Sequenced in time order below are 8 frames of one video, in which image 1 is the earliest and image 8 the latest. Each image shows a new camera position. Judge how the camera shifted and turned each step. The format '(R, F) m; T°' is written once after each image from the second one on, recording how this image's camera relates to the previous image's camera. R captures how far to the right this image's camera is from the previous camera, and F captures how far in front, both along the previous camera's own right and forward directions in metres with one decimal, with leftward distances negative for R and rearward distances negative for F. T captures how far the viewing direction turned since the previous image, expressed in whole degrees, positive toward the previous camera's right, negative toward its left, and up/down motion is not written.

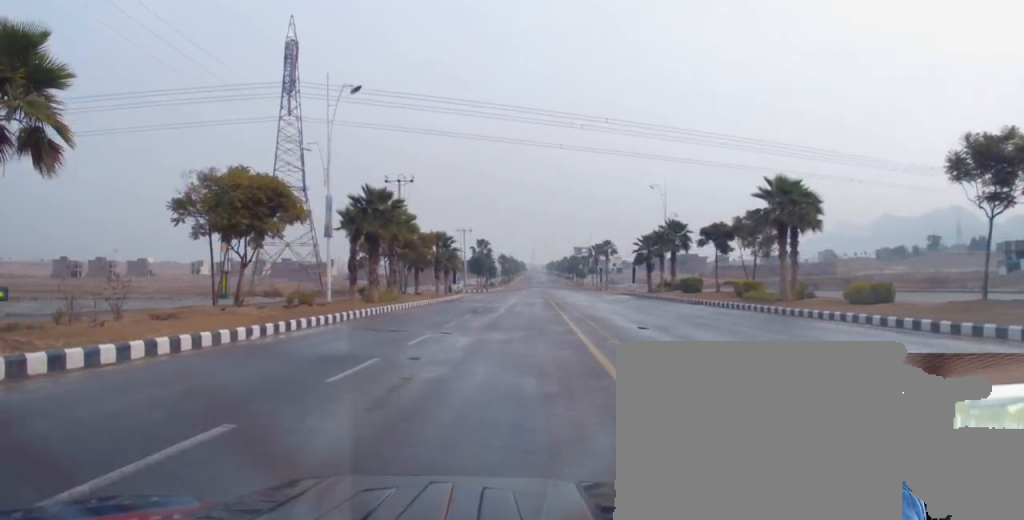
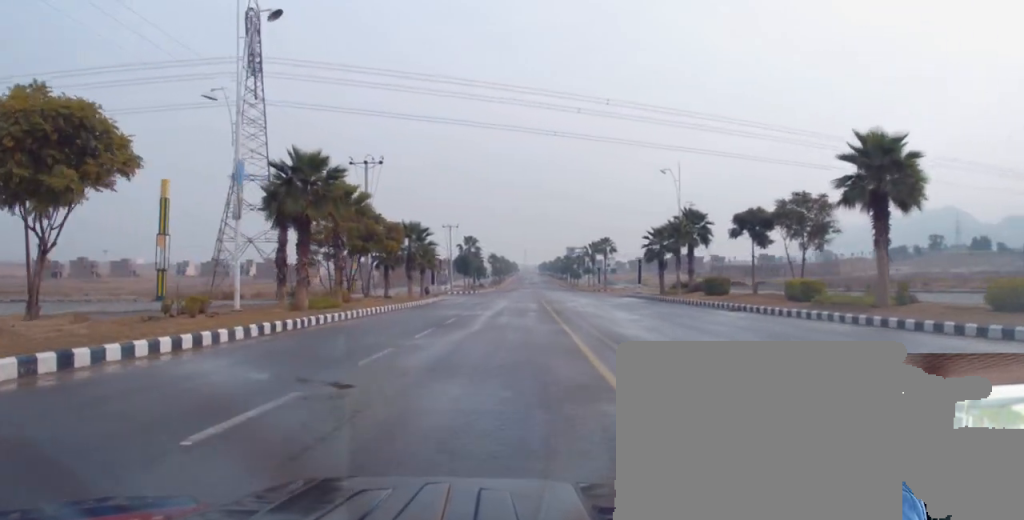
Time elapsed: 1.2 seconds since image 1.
(+0.3, +9.8) m; +2°
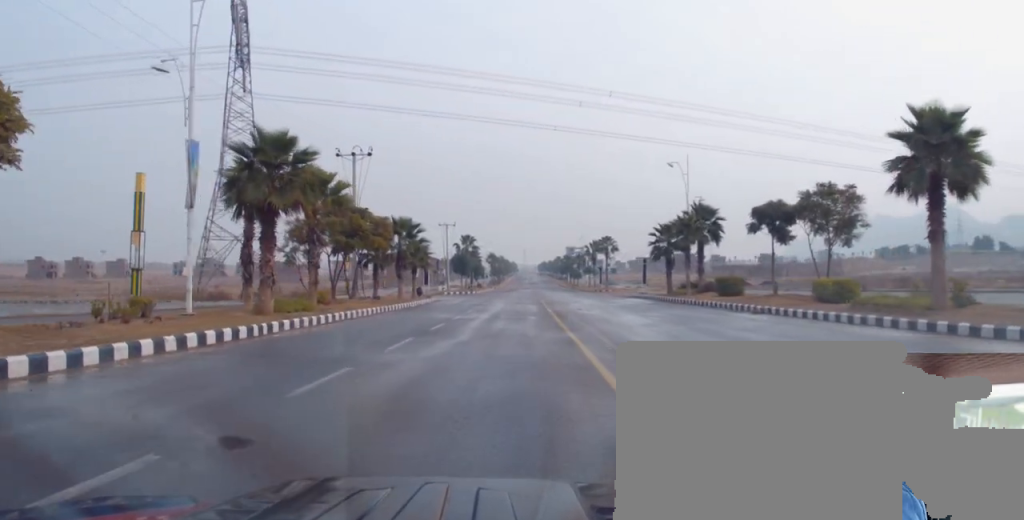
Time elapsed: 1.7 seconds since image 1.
(-0.1, +3.3) m; 0°
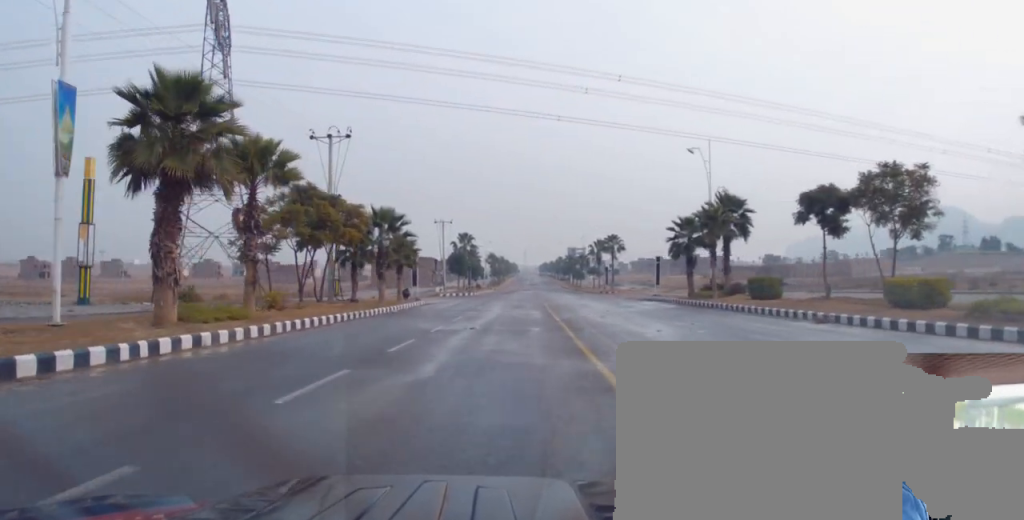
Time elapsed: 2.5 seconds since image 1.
(+0.1, +6.2) m; 0°
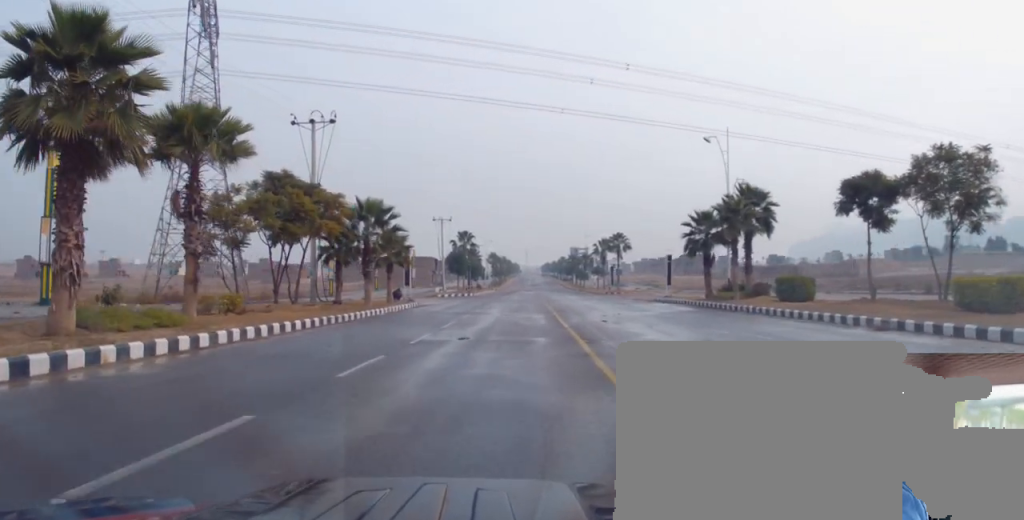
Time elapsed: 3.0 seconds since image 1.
(+0.1, +4.0) m; 0°
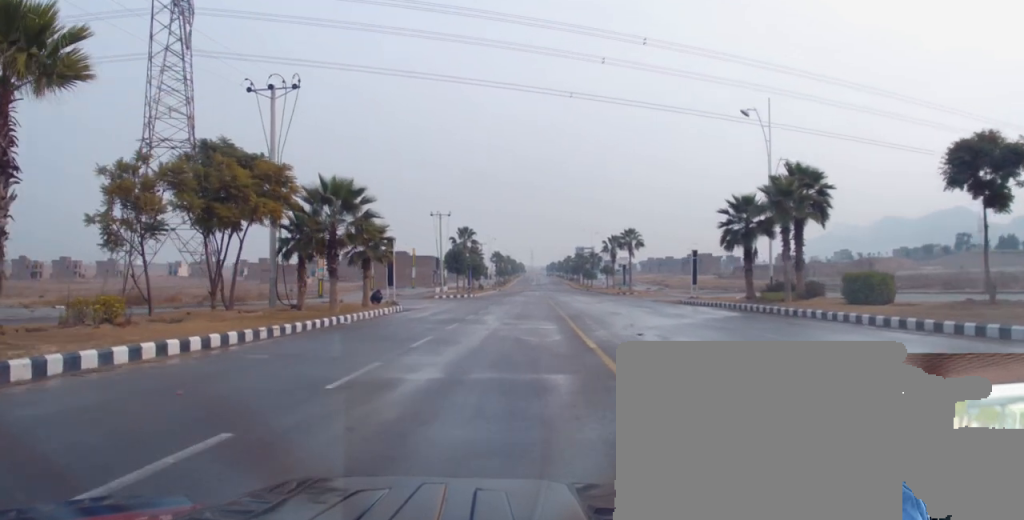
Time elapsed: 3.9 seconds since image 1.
(-0.3, +7.0) m; -3°
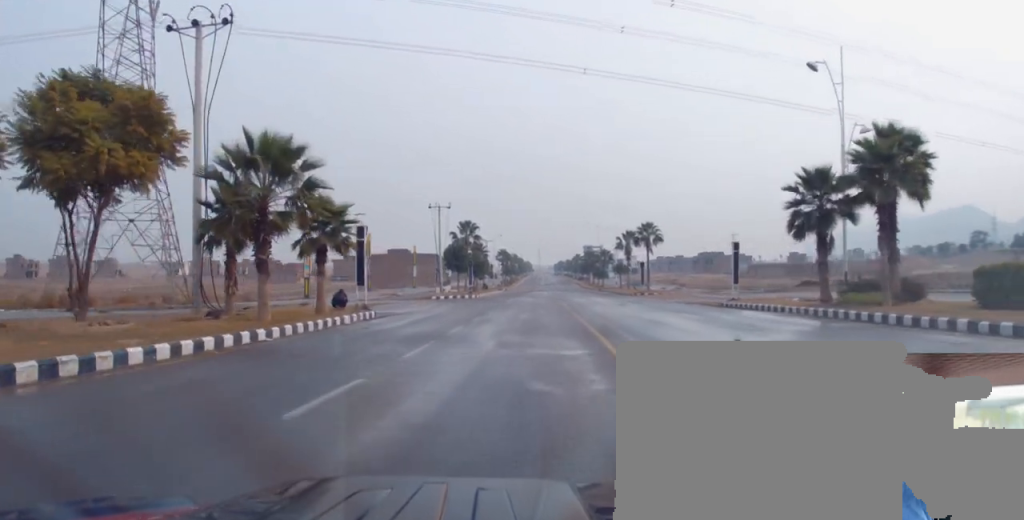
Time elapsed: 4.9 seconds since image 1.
(-0.2, +8.1) m; 0°
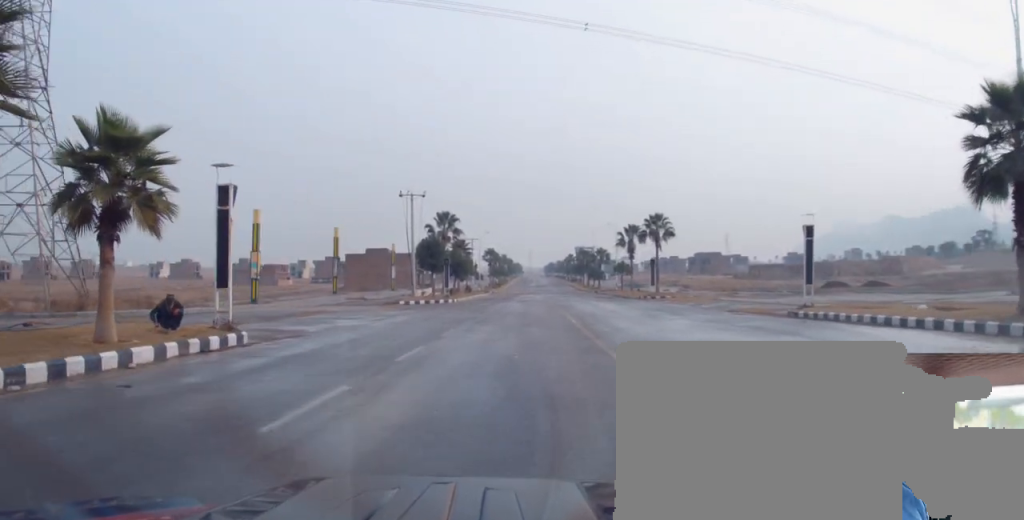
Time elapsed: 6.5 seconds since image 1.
(+0.3, +12.6) m; +2°
